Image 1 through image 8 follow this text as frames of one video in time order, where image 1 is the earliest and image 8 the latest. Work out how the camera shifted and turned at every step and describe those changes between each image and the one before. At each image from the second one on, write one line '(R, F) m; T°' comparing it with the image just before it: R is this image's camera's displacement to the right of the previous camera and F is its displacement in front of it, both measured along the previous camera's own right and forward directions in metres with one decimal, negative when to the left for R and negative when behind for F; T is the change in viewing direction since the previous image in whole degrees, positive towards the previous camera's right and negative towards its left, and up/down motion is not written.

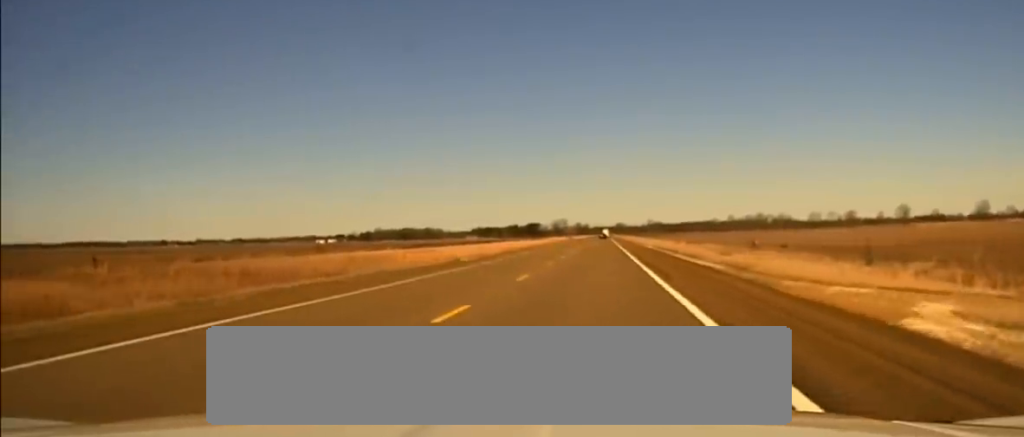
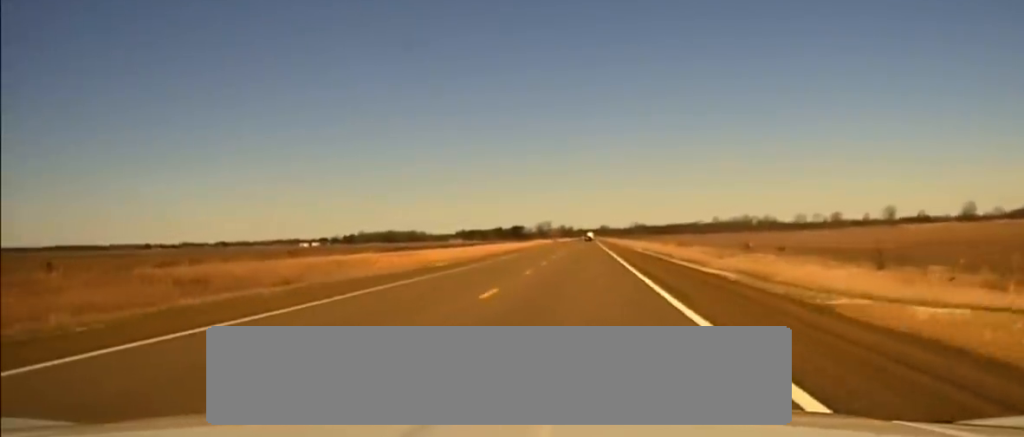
(+0.2, +4.4) m; +1°
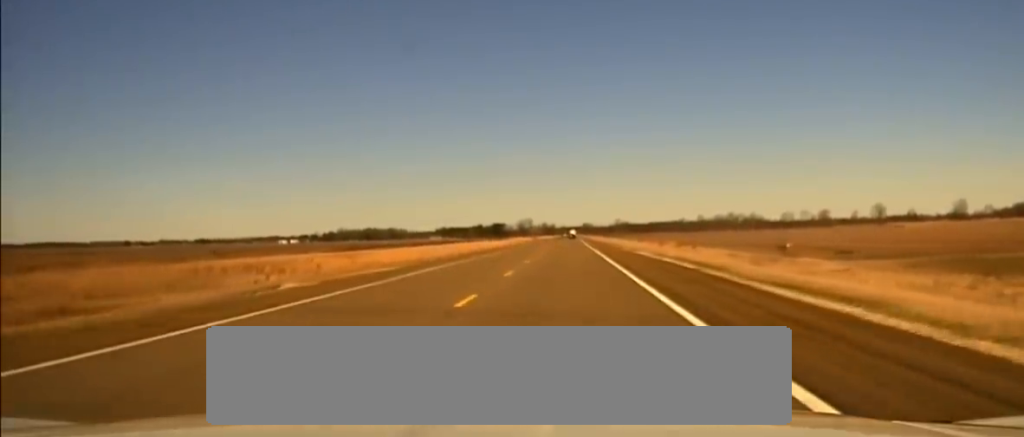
(0.0, +21.8) m; -1°
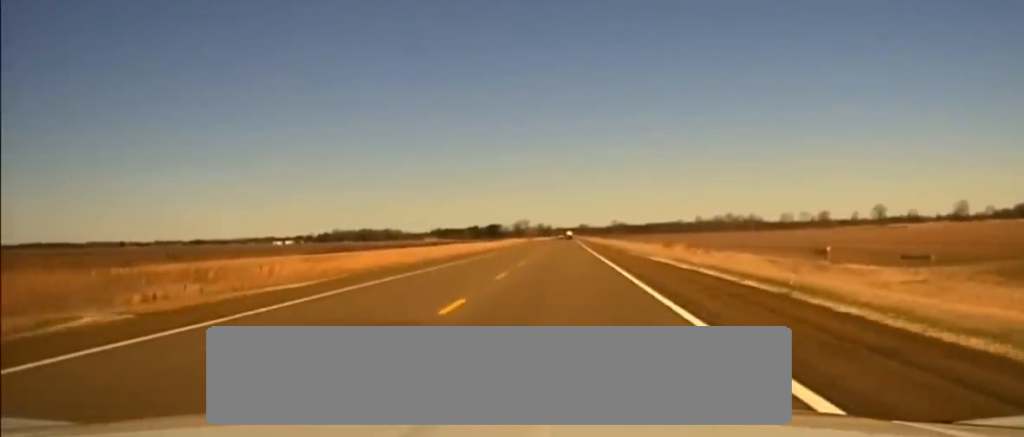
(0.0, +12.6) m; 0°
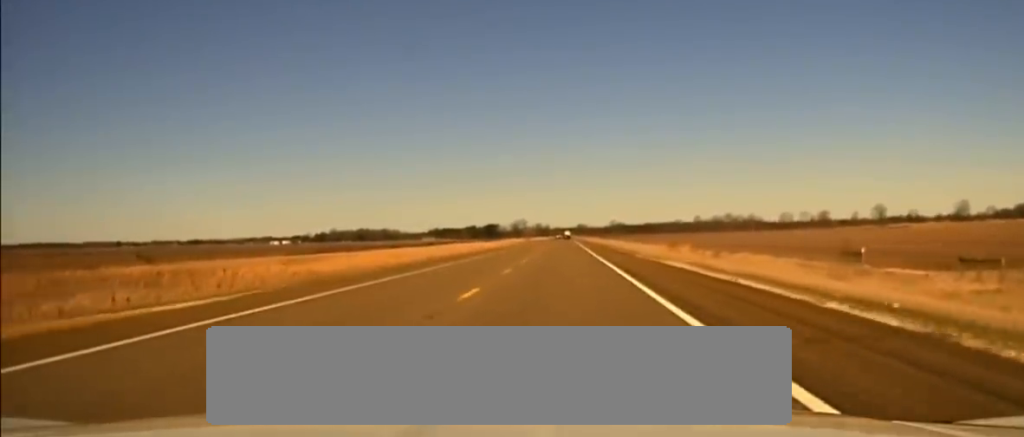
(0.0, +9.2) m; 0°
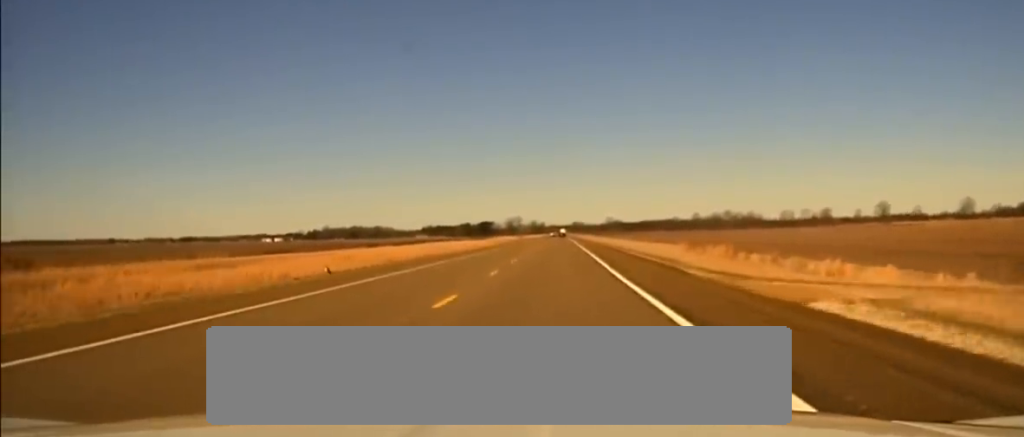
(+0.3, +28.6) m; 0°
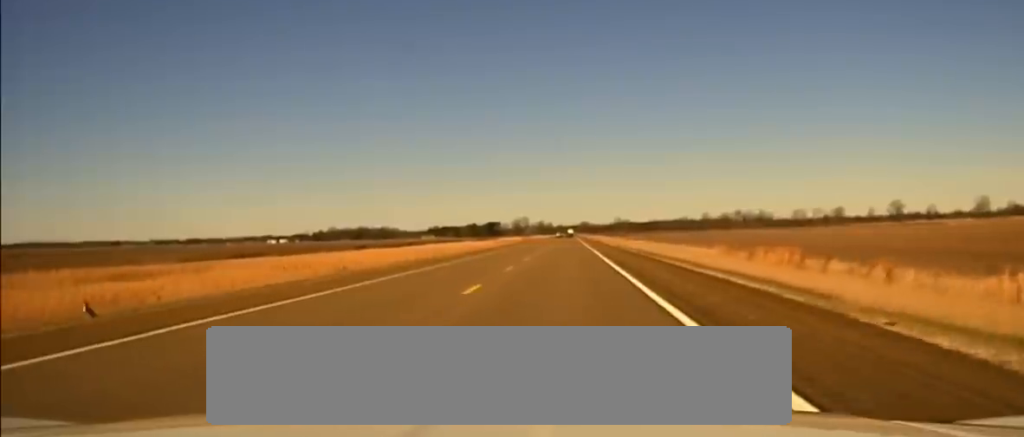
(-0.4, +21.2) m; 0°
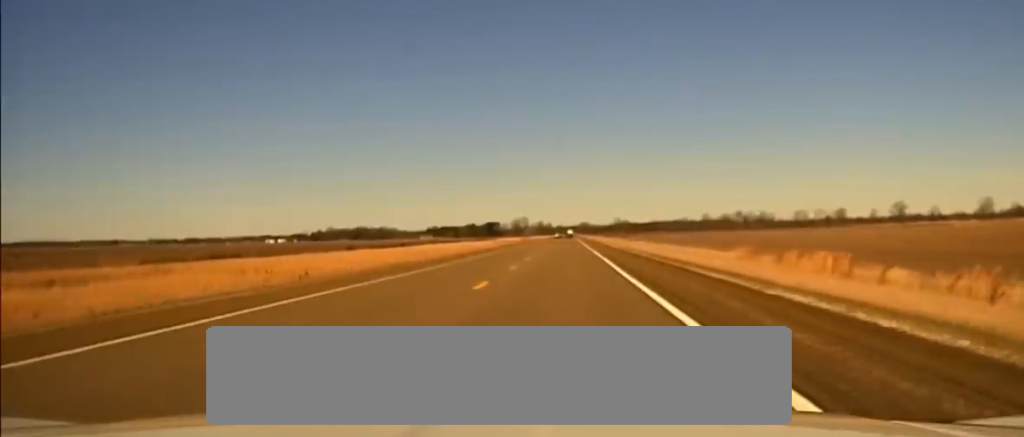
(+0.2, +10.5) m; 0°
